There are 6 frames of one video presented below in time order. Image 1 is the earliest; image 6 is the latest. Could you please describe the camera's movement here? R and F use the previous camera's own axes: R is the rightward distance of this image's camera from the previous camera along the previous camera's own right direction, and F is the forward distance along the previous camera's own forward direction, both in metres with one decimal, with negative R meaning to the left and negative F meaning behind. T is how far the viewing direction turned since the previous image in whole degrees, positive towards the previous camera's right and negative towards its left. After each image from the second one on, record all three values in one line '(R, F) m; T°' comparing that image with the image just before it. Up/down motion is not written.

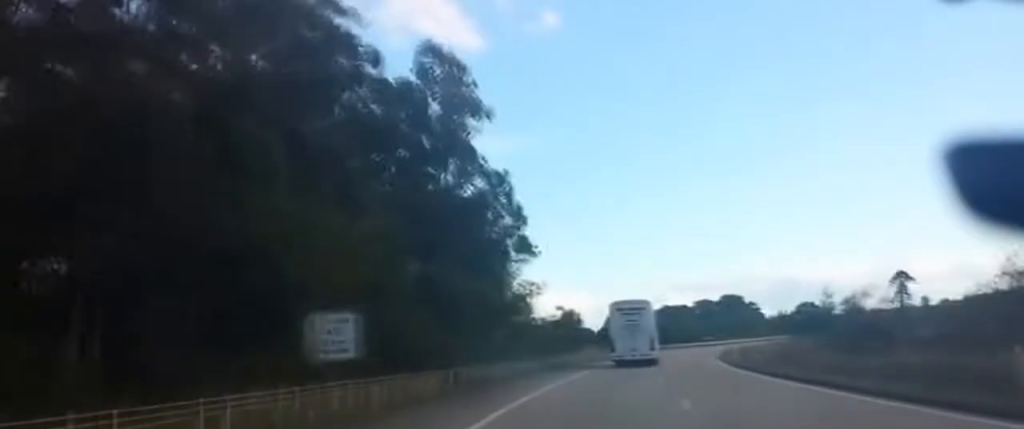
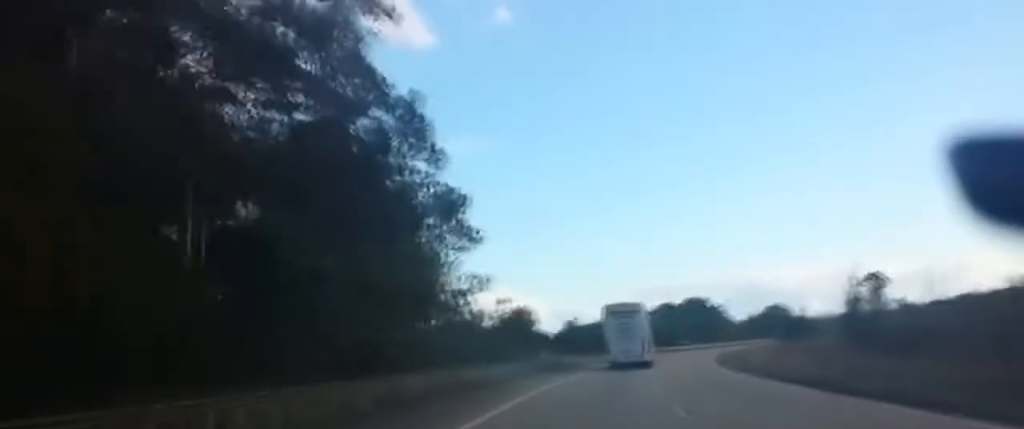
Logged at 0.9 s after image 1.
(+0.5, +23.2) m; +3°
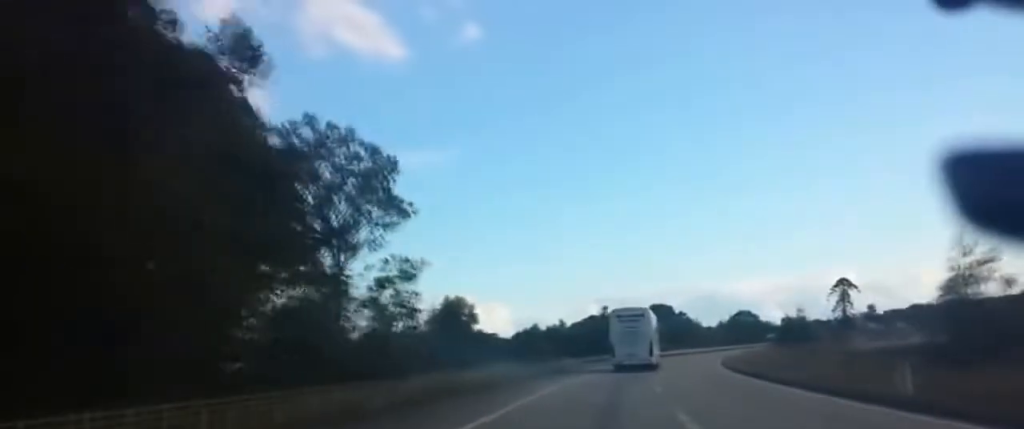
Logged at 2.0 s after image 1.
(+0.9, +30.4) m; +3°
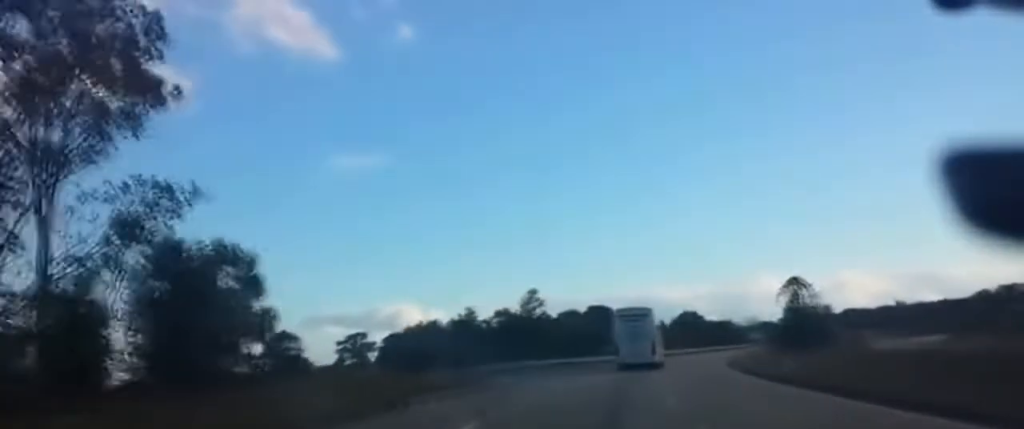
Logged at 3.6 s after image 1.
(+0.9, +42.0) m; +4°
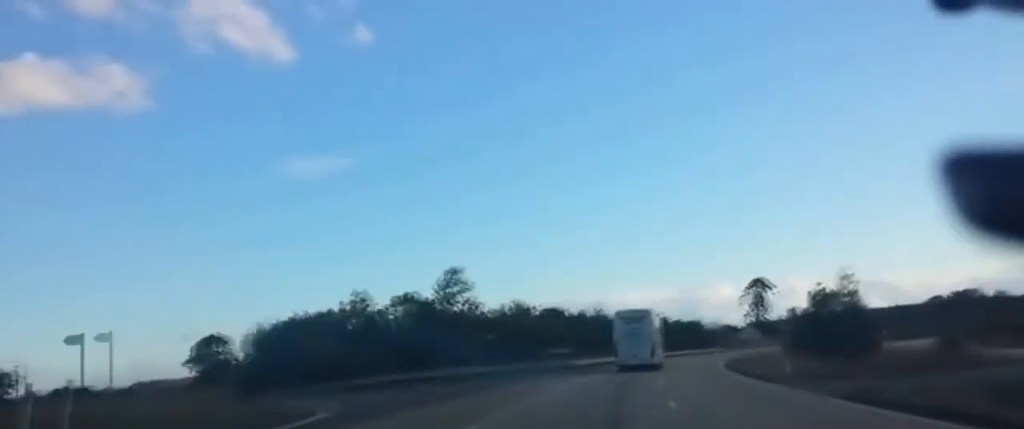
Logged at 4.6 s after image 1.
(+1.1, +27.6) m; +3°
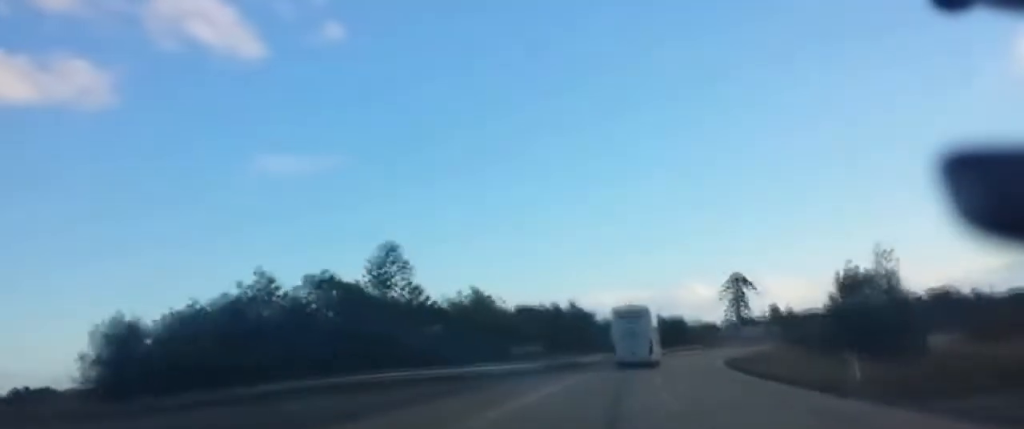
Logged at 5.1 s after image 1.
(0.0, +13.4) m; +1°
